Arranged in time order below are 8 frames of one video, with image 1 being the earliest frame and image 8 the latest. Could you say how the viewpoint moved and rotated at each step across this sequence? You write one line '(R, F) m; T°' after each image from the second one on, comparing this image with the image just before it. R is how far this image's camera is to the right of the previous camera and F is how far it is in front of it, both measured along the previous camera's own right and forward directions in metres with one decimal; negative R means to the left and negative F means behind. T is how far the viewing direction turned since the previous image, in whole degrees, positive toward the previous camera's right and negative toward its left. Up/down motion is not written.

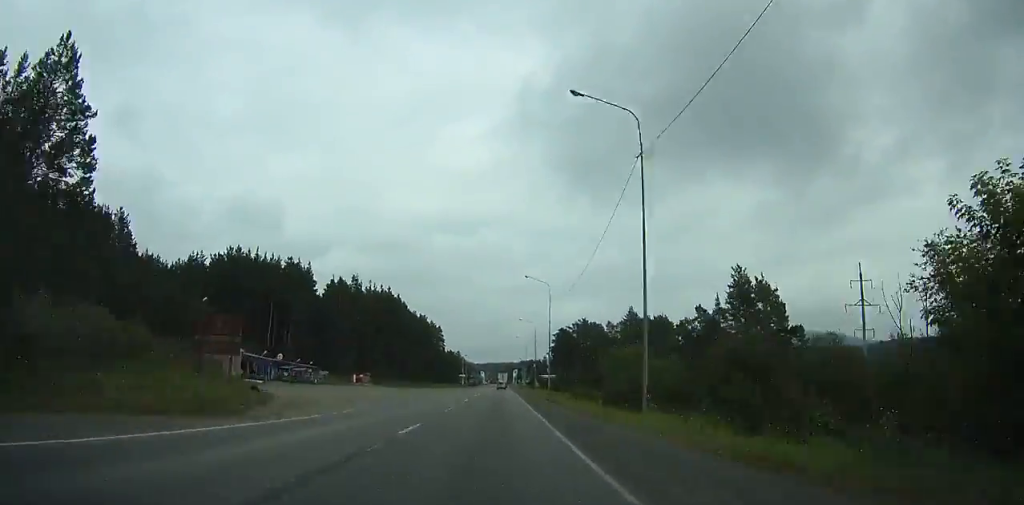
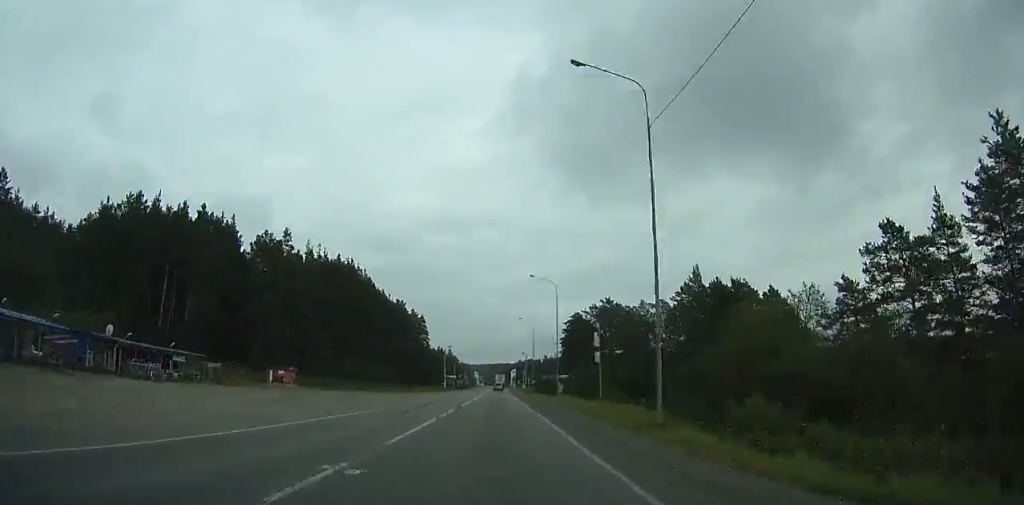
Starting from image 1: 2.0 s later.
(0.0, +43.2) m; 0°
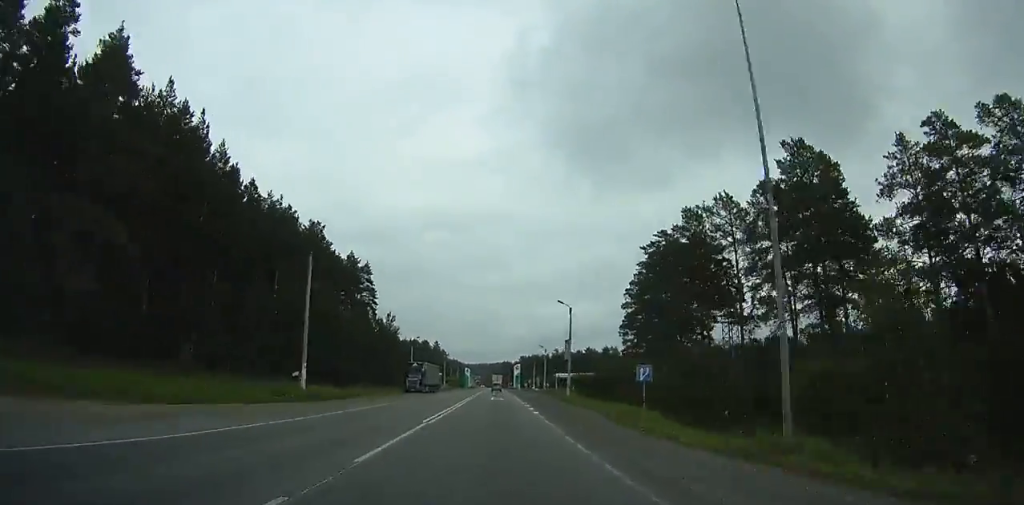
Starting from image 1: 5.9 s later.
(+0.5, +83.8) m; +1°
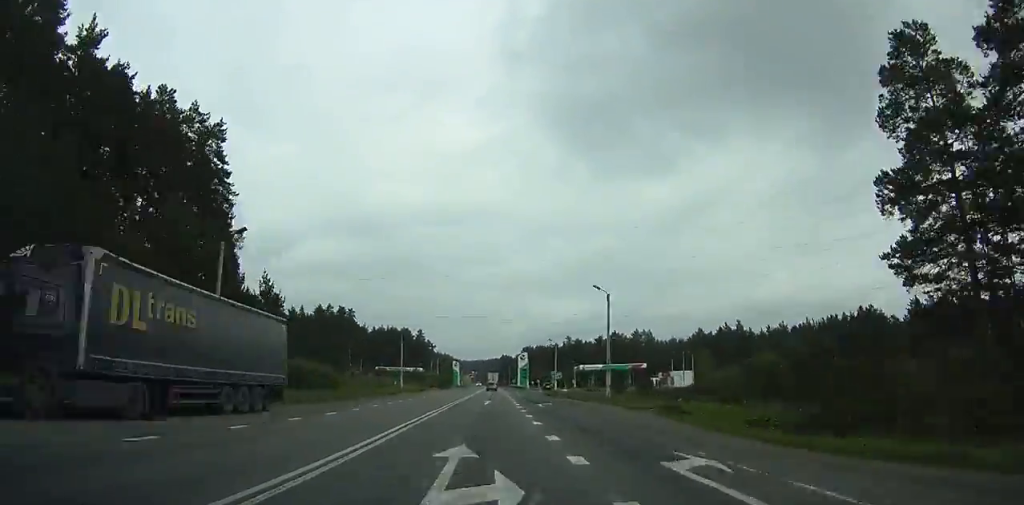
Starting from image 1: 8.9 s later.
(+0.1, +63.3) m; 0°
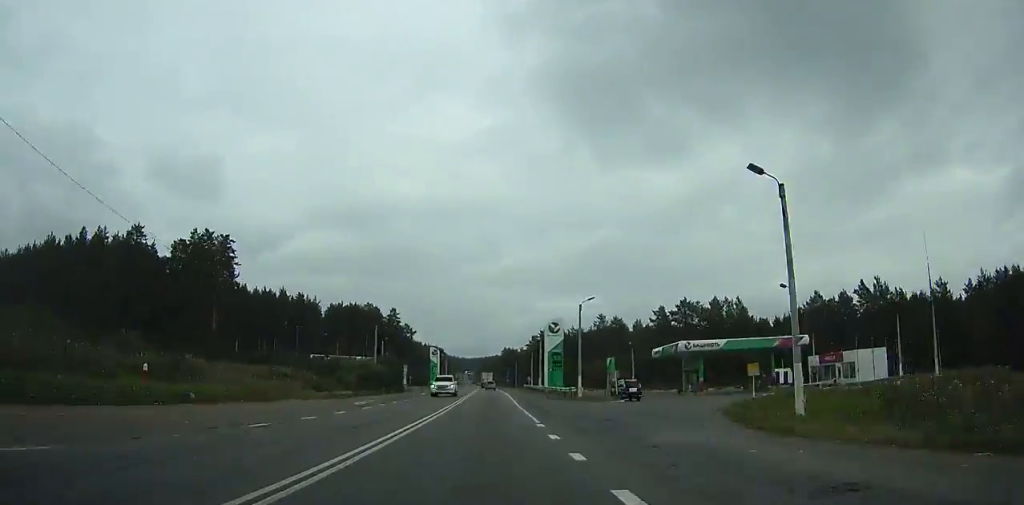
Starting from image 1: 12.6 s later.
(-0.2, +76.6) m; 0°
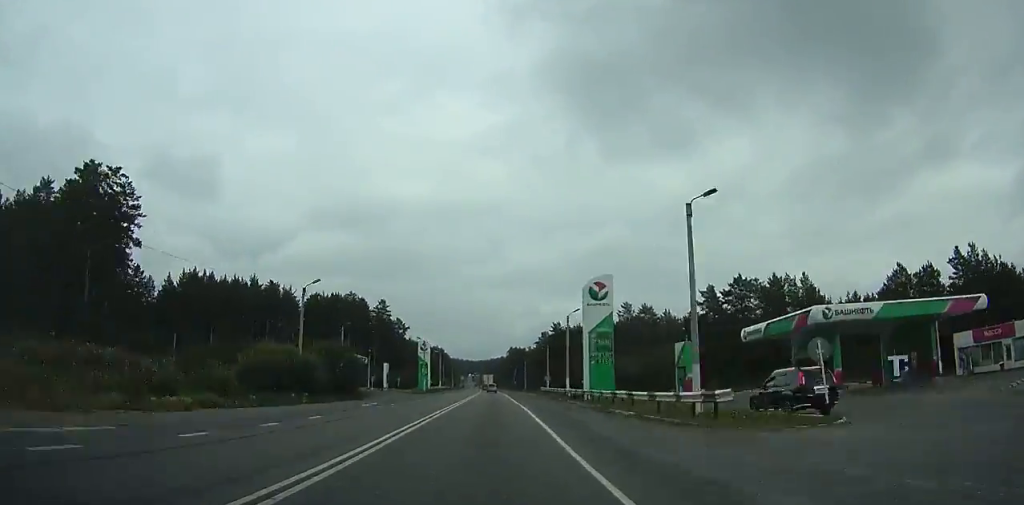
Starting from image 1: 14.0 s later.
(-0.1, +28.5) m; 0°
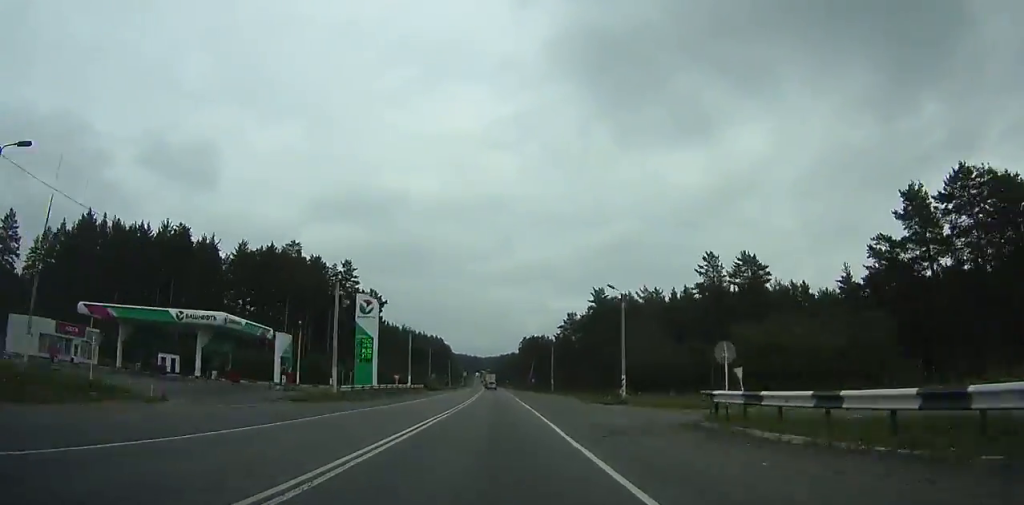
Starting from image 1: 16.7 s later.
(-0.2, +54.8) m; -1°
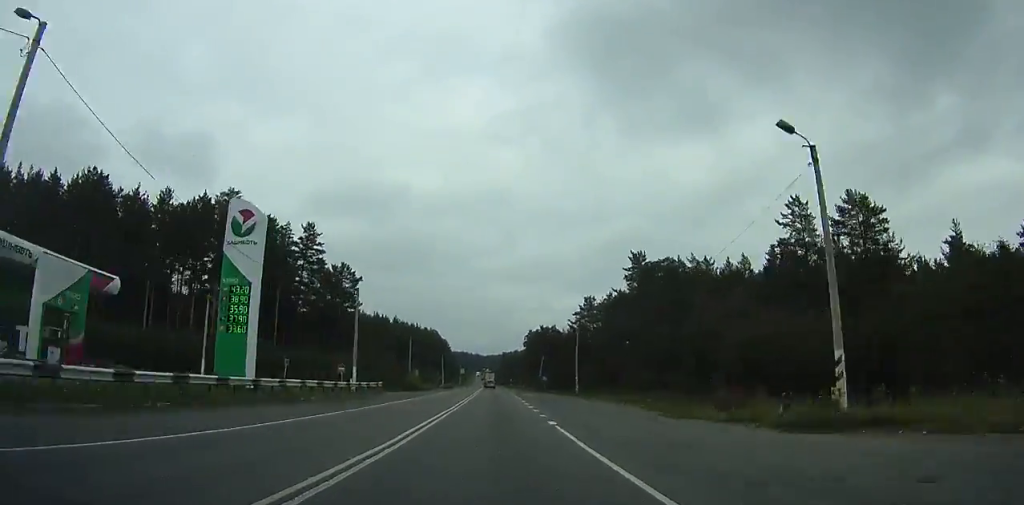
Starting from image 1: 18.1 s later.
(-0.1, +28.3) m; 0°
